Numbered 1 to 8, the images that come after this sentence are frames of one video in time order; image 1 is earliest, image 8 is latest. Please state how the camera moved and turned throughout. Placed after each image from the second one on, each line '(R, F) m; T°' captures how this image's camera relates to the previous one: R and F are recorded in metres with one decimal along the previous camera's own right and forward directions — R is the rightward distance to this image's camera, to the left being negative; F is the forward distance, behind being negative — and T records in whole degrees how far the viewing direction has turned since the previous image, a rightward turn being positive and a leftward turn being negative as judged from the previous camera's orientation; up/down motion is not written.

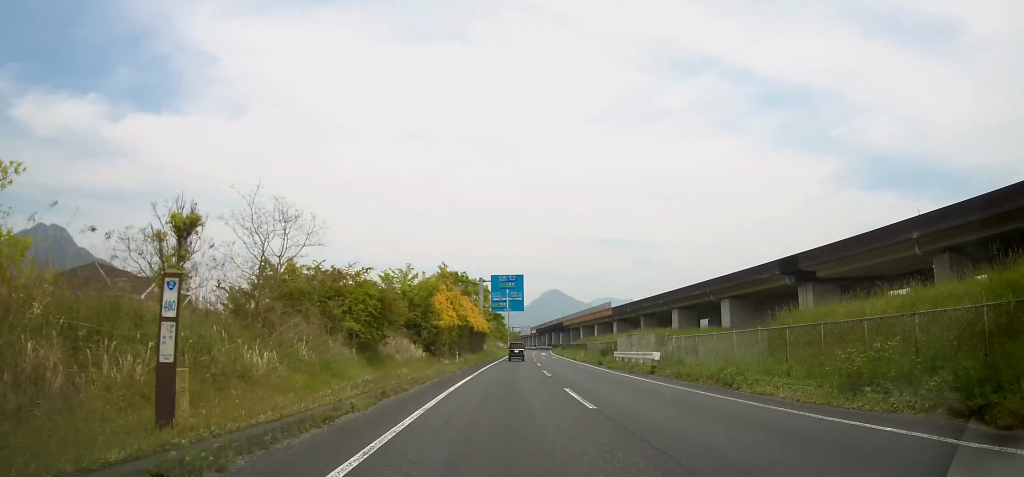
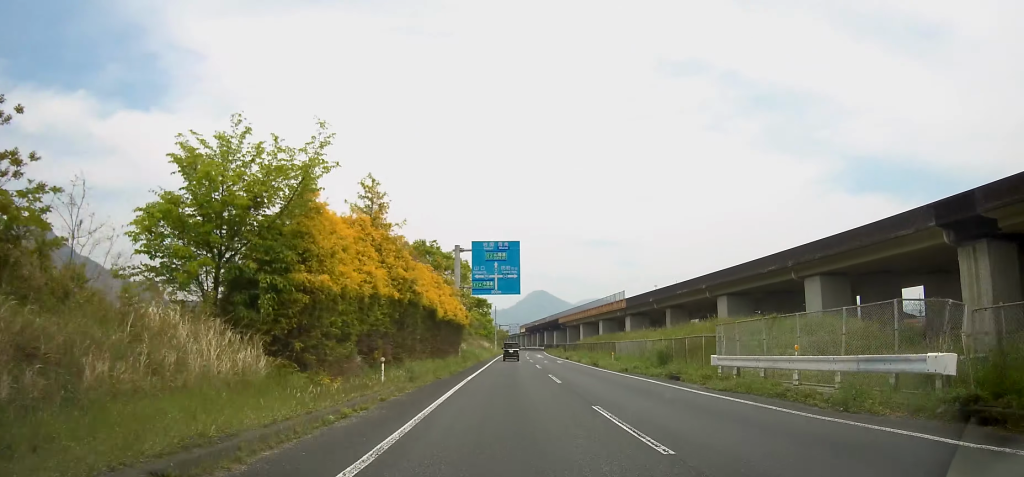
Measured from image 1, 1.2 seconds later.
(+0.2, +20.6) m; +1°
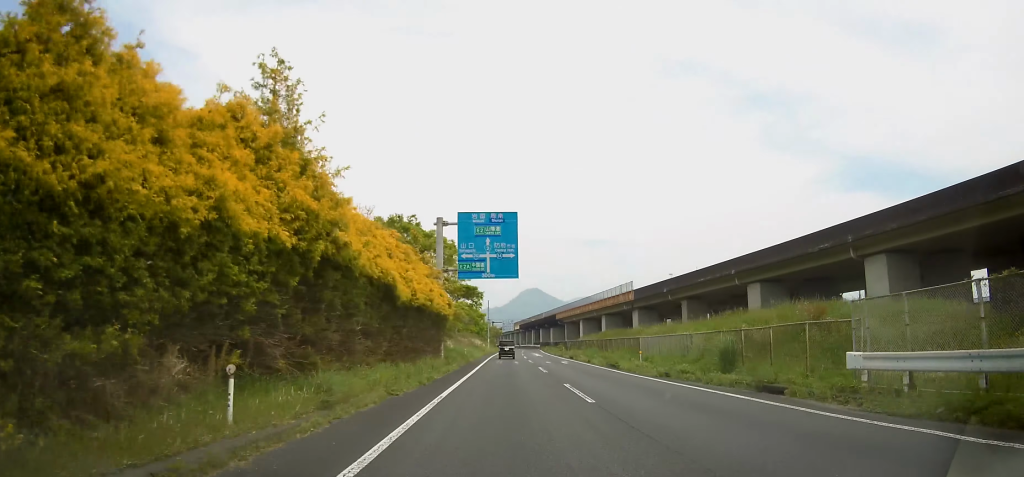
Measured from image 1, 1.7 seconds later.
(0.0, +8.8) m; 0°
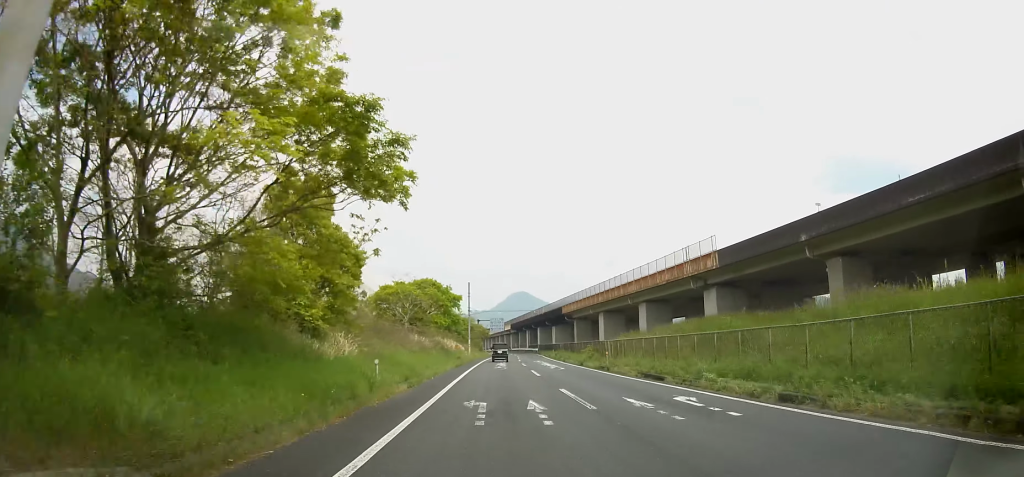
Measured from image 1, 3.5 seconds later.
(+0.6, +31.3) m; +2°
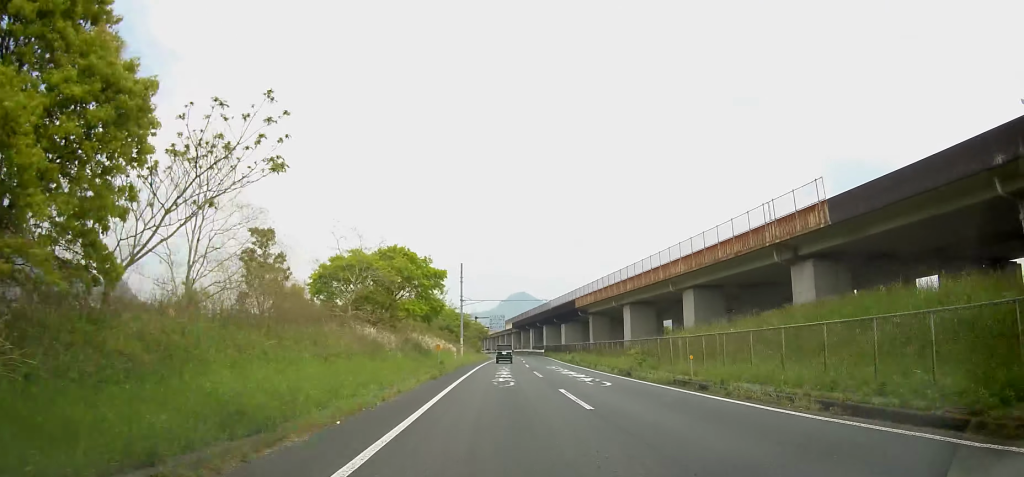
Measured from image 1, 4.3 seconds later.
(0.0, +14.9) m; 0°
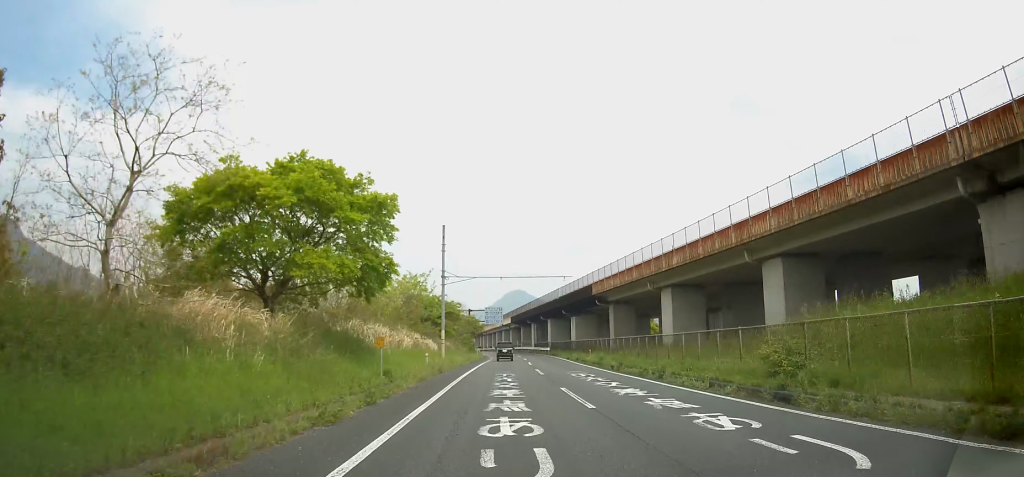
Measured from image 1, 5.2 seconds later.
(+0.1, +15.2) m; 0°
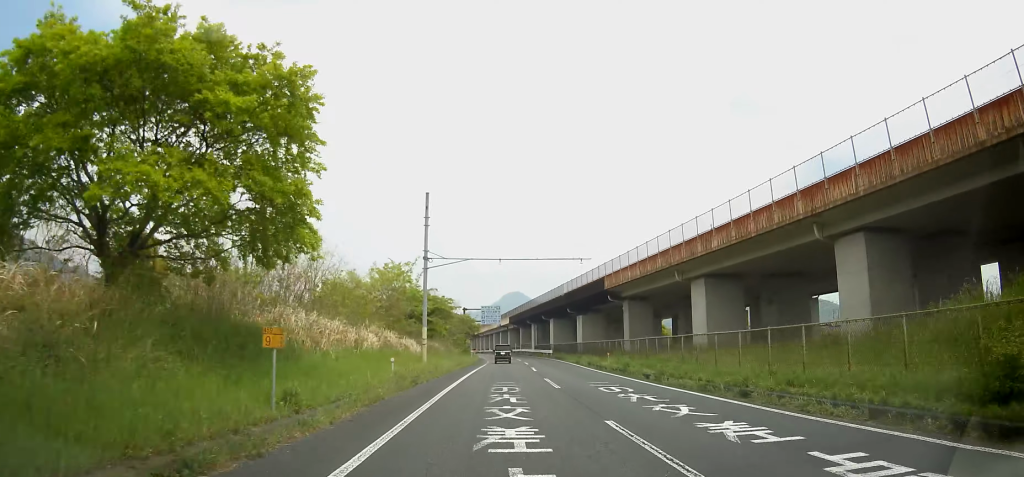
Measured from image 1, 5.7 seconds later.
(-0.1, +7.9) m; 0°
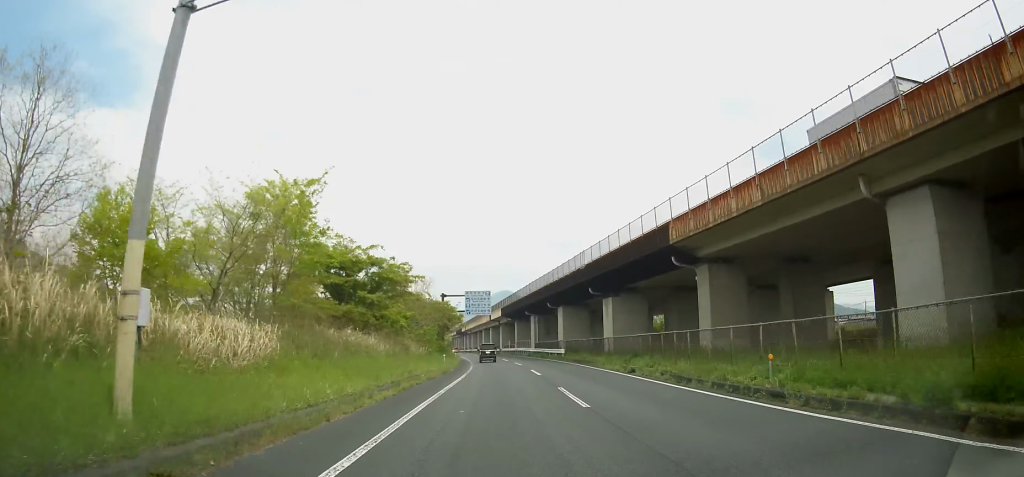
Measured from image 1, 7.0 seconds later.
(+0.1, +21.8) m; +1°
